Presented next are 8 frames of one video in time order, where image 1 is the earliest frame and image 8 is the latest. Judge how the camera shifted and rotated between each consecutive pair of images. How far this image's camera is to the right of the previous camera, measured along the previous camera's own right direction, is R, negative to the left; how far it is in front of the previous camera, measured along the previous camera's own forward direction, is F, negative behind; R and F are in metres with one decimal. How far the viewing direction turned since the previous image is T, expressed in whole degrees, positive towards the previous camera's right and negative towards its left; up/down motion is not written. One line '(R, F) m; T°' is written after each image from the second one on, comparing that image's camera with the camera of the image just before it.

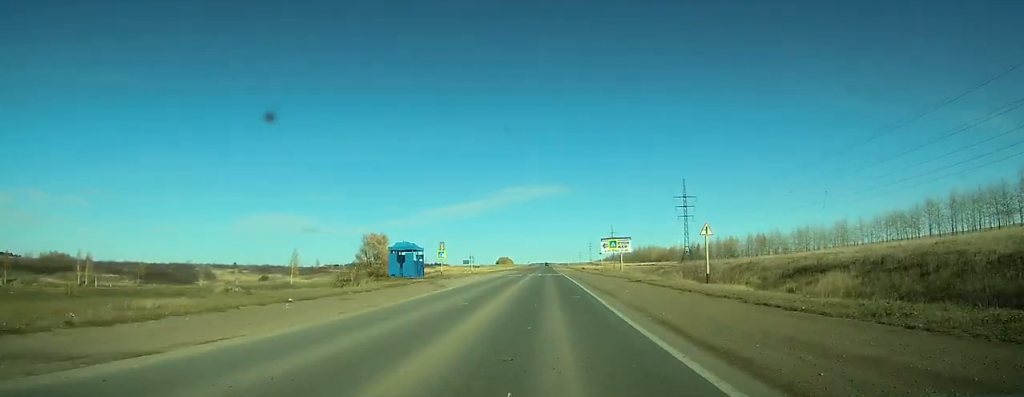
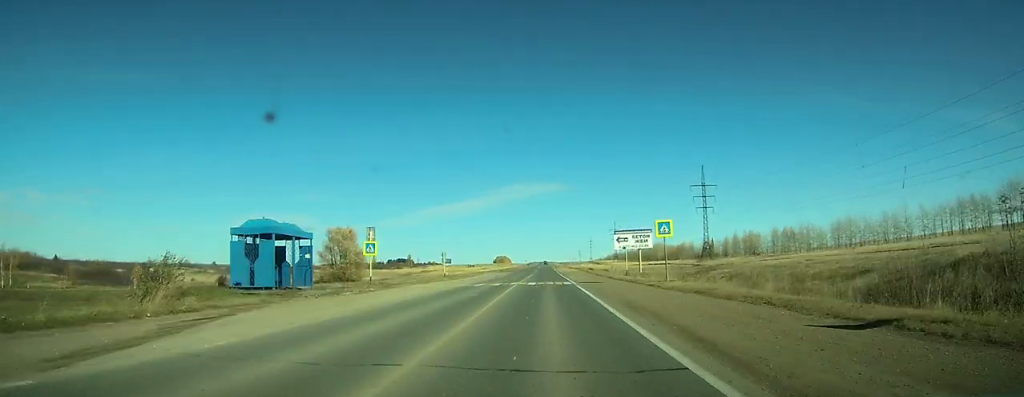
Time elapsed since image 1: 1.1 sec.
(0.0, +25.2) m; 0°
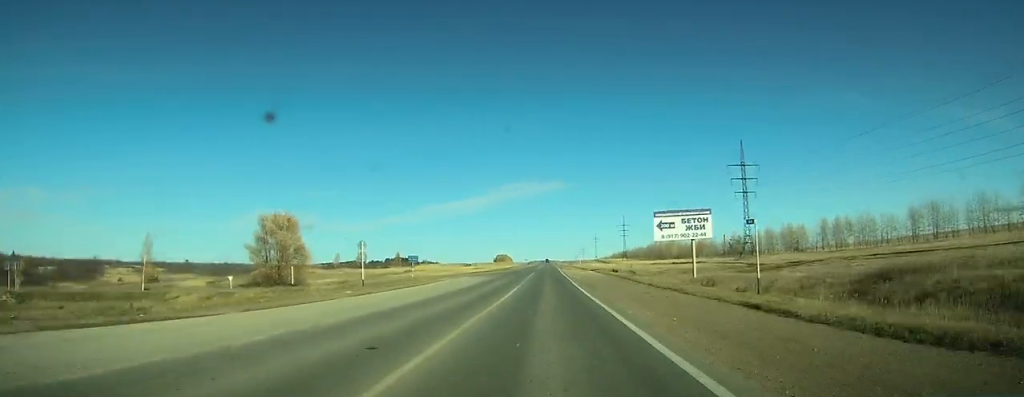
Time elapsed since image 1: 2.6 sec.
(+0.2, +33.2) m; 0°
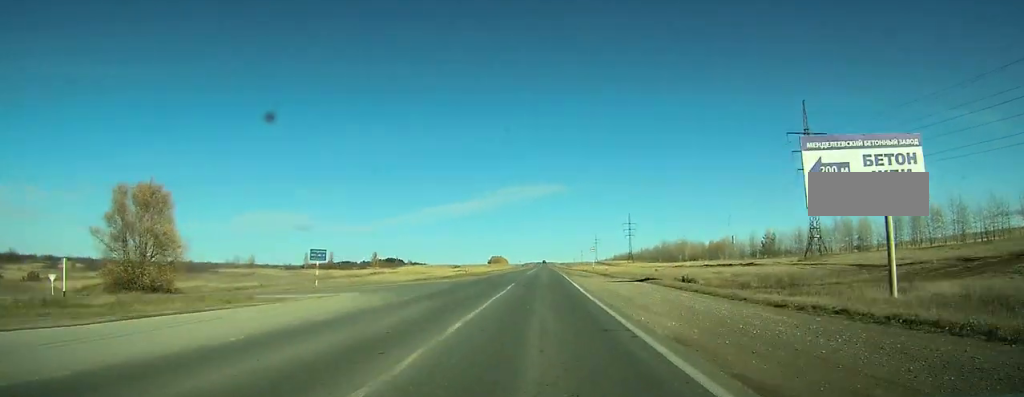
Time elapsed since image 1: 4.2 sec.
(+0.1, +36.5) m; 0°
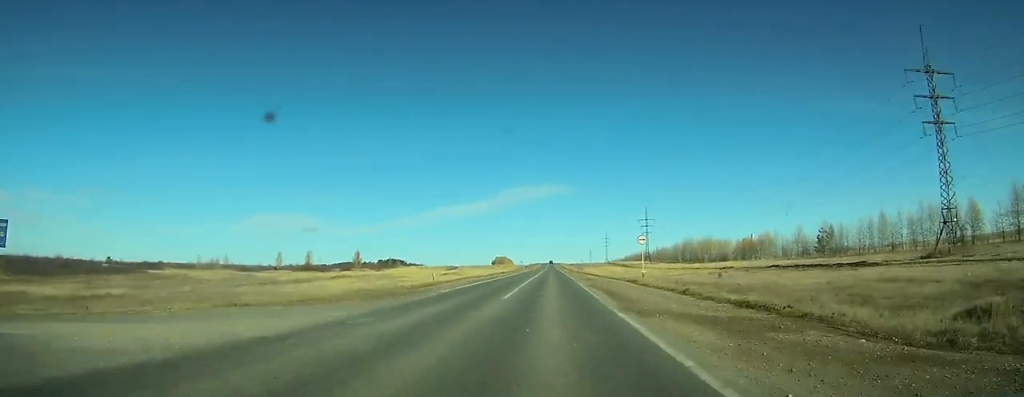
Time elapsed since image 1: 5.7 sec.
(0.0, +35.2) m; 0°
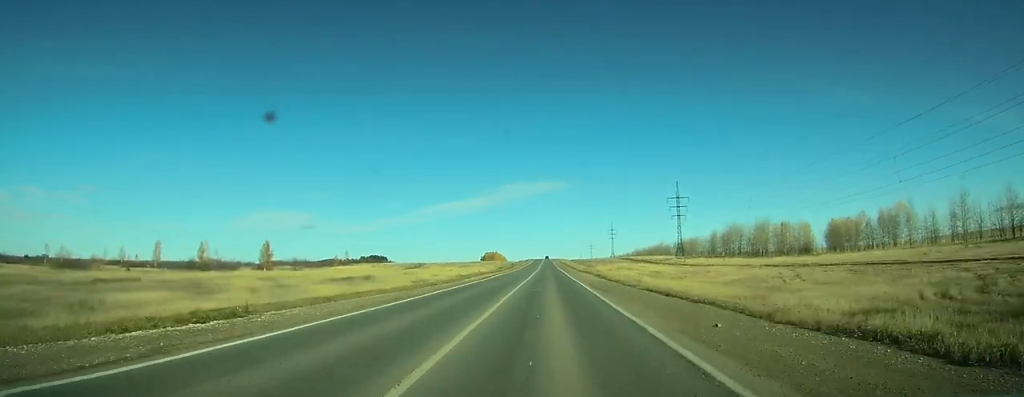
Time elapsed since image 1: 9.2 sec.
(-0.3, +79.9) m; 0°
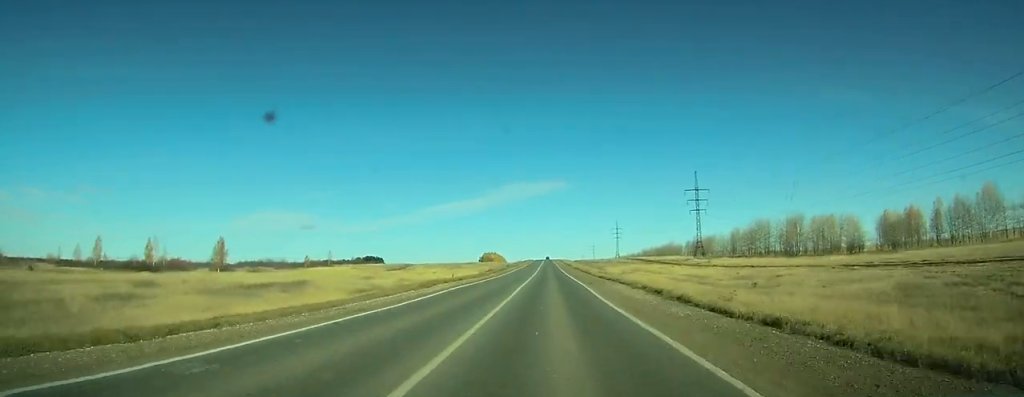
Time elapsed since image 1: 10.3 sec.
(+0.1, +26.3) m; 0°
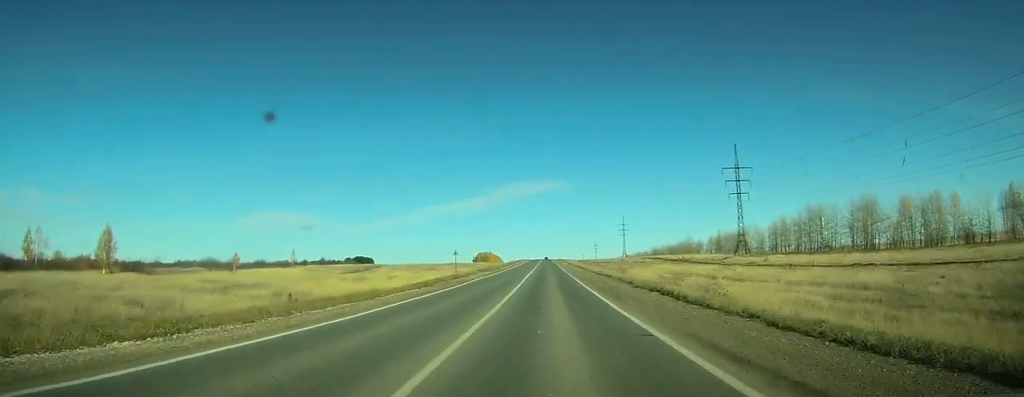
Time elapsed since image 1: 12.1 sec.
(+0.2, +42.2) m; 0°
